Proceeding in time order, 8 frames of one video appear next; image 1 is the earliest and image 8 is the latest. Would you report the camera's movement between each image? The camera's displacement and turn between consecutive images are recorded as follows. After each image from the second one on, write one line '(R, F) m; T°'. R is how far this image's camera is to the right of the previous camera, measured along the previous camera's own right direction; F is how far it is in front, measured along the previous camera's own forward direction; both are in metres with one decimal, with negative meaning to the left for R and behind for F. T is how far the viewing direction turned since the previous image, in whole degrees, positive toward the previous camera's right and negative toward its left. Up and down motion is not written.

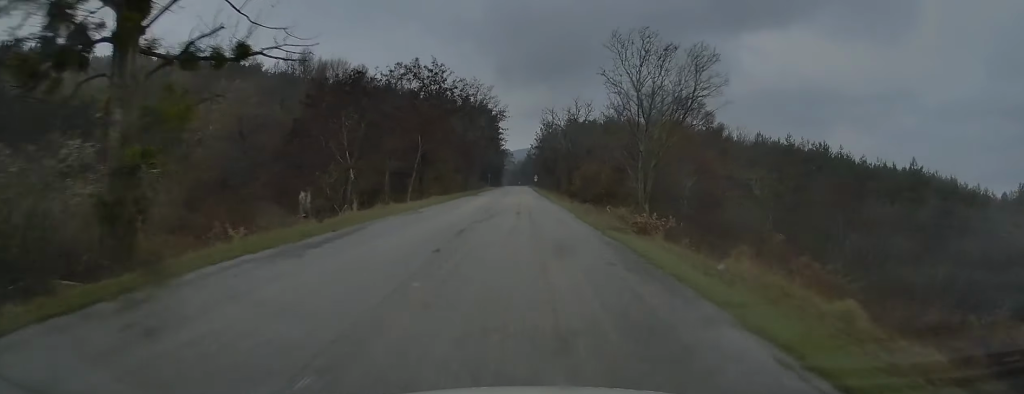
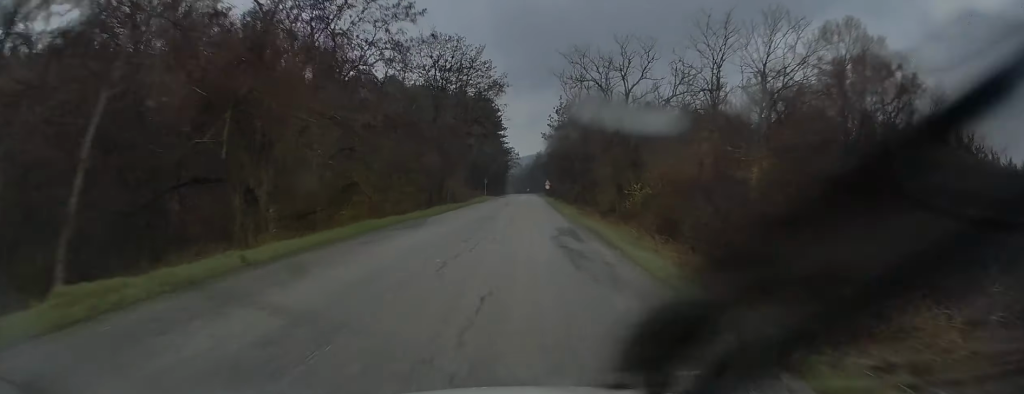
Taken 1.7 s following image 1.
(-0.3, +33.6) m; 0°
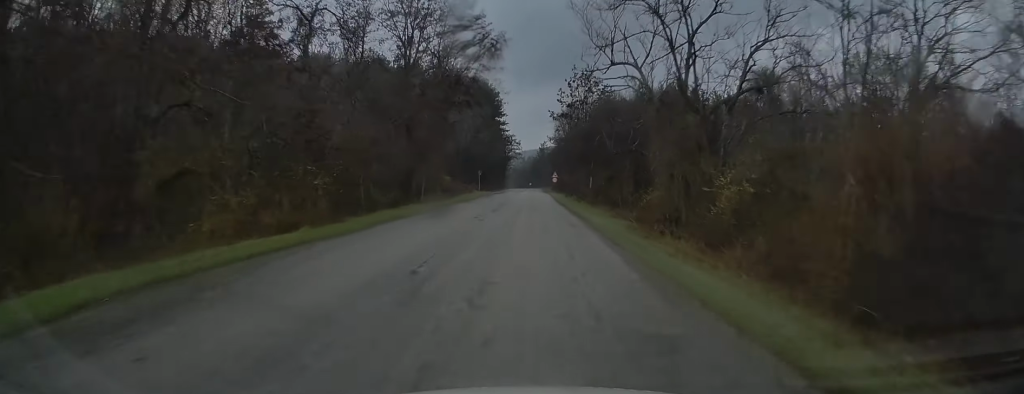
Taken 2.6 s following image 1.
(+0.3, +16.0) m; 0°
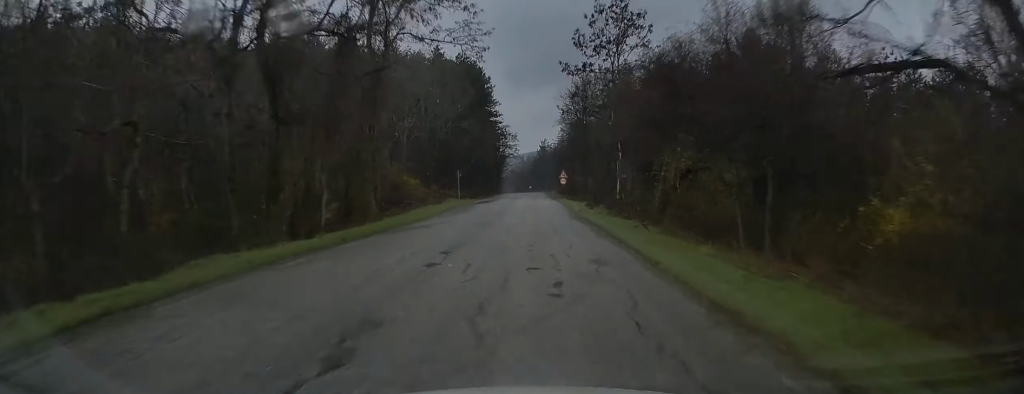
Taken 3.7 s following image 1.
(-0.5, +22.2) m; -1°
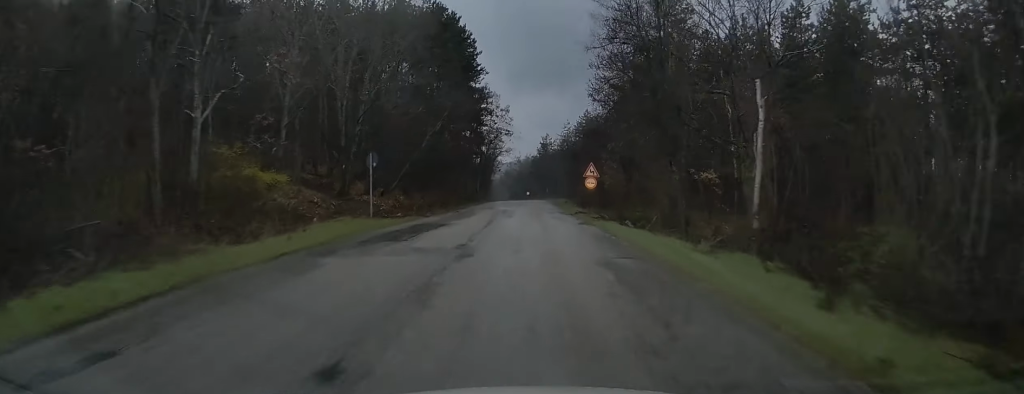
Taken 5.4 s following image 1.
(+0.2, +30.1) m; -1°
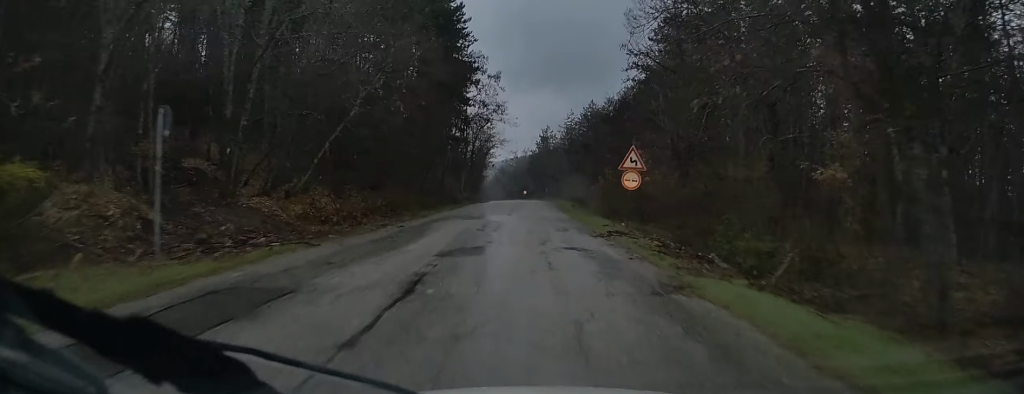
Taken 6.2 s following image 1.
(-0.2, +14.7) m; +1°
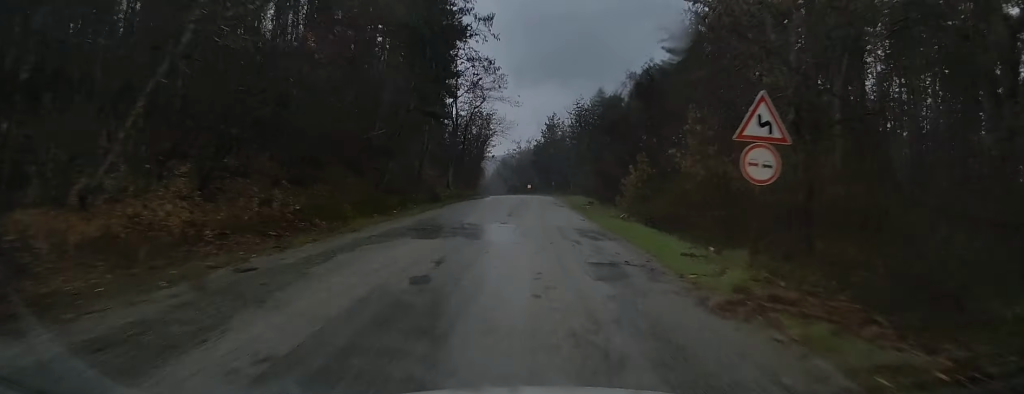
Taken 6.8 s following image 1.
(+0.1, +11.5) m; +1°
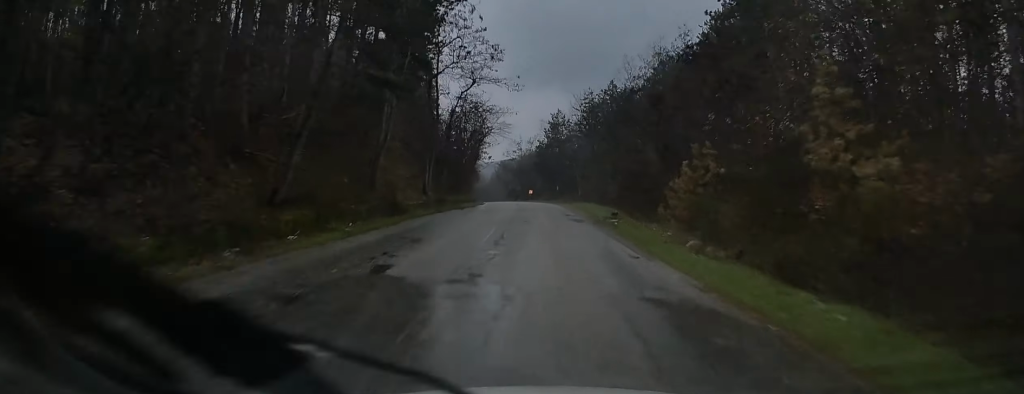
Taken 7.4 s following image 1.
(+0.5, +10.8) m; 0°
